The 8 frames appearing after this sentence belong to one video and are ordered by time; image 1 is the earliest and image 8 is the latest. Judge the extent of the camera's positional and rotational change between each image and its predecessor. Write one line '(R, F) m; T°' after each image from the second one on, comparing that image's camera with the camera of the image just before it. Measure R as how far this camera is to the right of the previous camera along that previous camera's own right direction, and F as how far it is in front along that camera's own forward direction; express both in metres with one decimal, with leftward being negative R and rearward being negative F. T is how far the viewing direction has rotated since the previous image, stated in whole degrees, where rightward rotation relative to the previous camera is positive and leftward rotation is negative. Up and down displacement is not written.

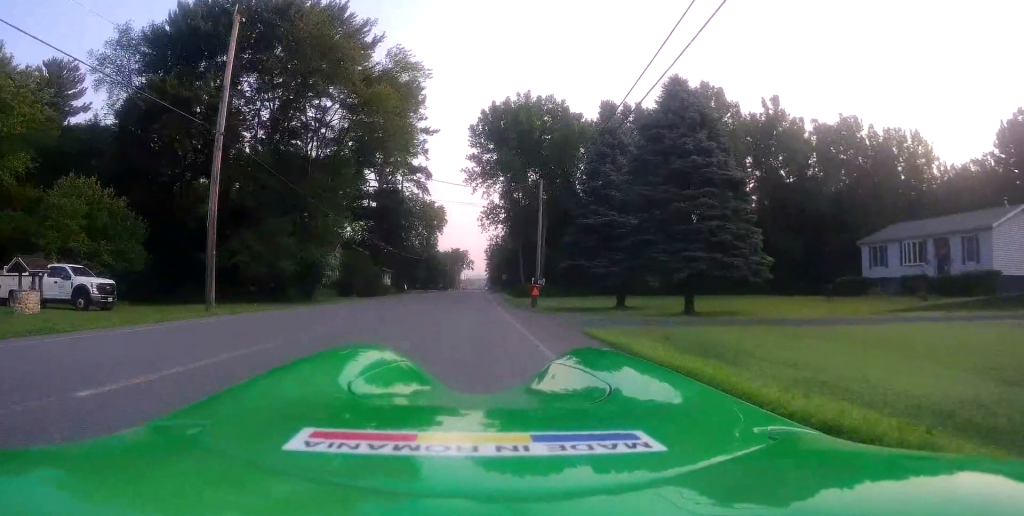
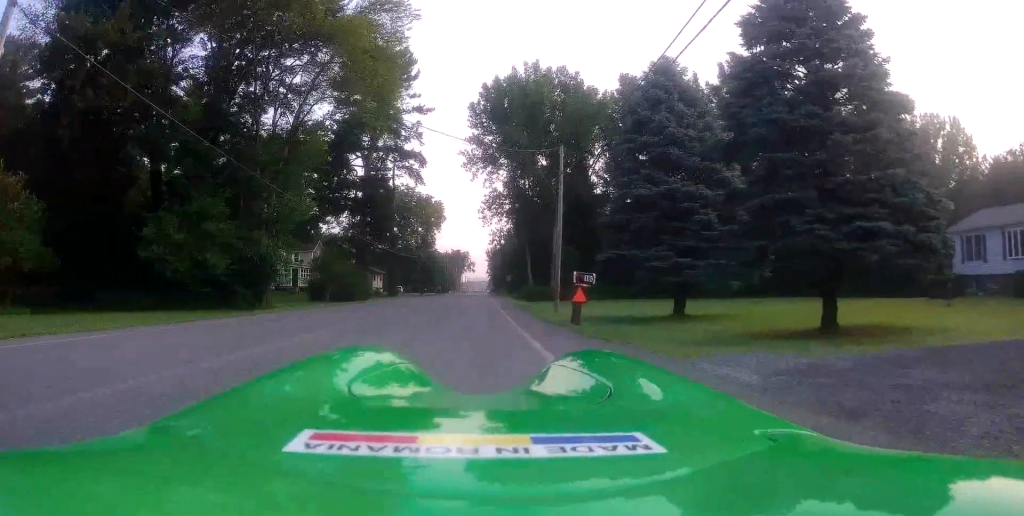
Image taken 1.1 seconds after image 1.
(-0.2, +10.1) m; -1°
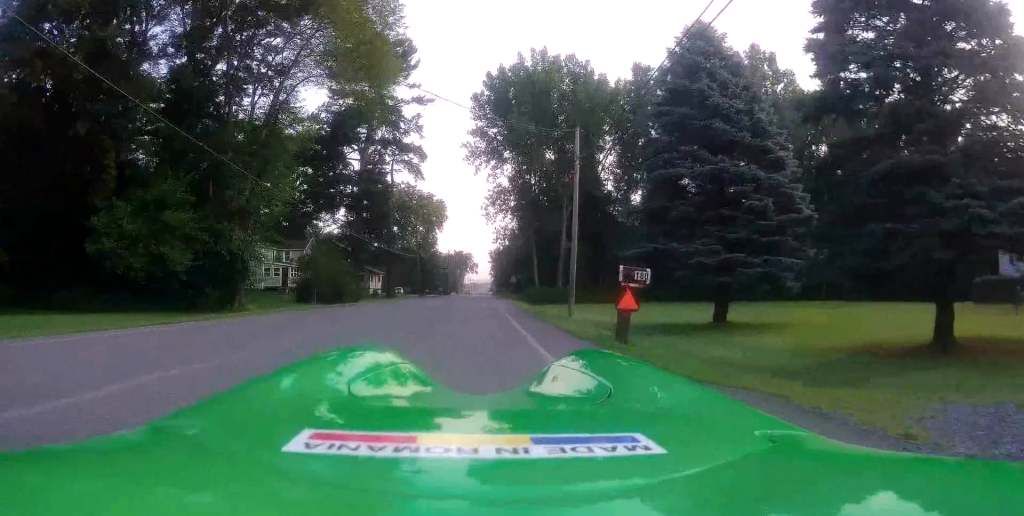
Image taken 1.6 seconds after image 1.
(0.0, +4.2) m; 0°
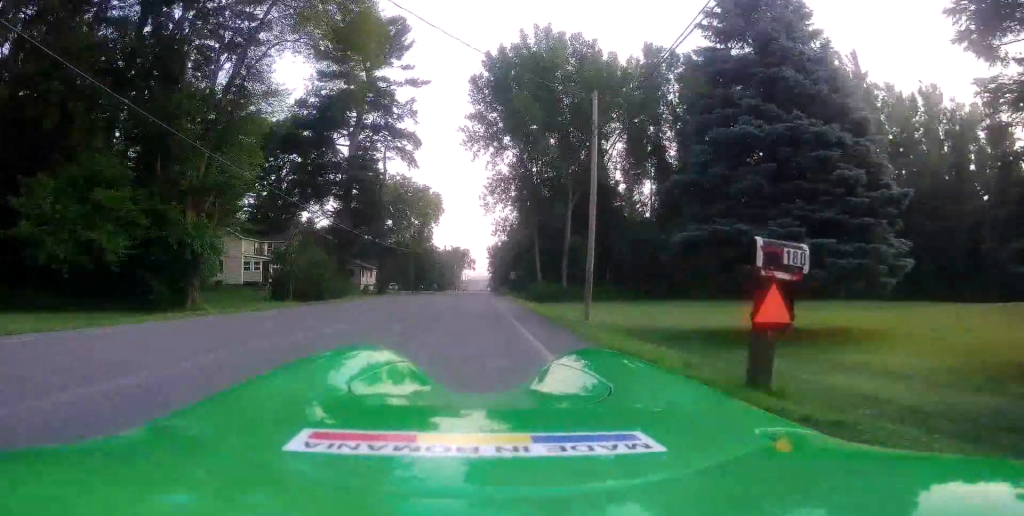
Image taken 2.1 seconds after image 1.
(0.0, +5.0) m; +1°
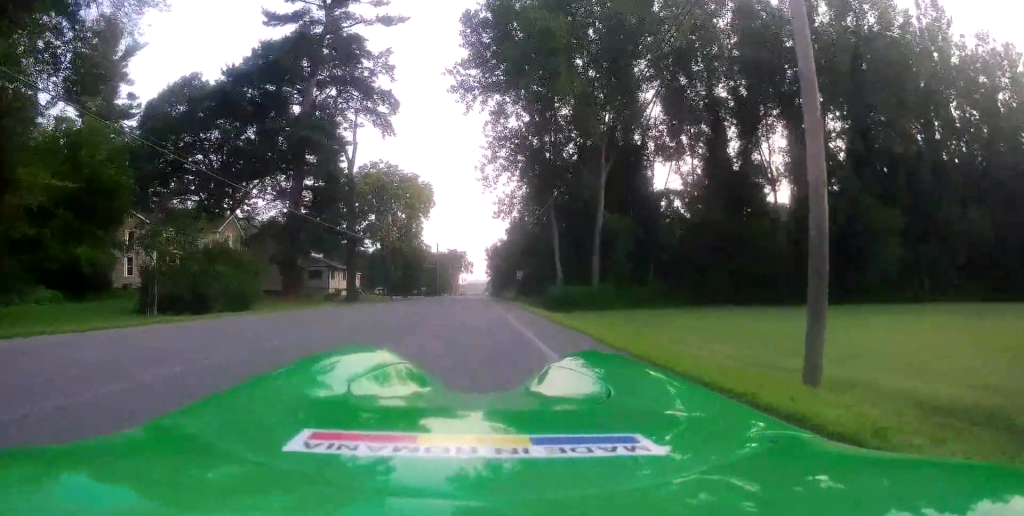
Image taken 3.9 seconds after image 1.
(+0.2, +16.4) m; +1°
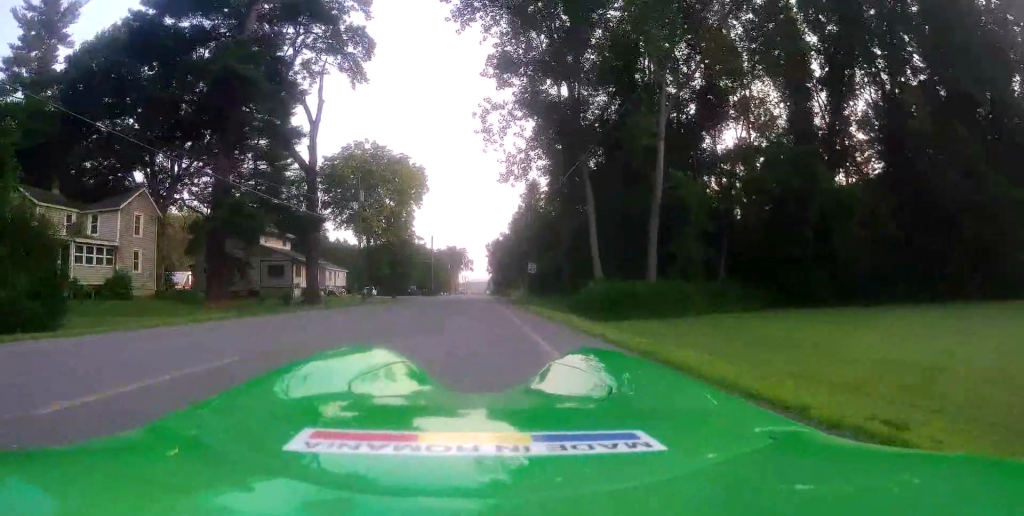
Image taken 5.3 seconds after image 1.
(-0.1, +13.4) m; -1°
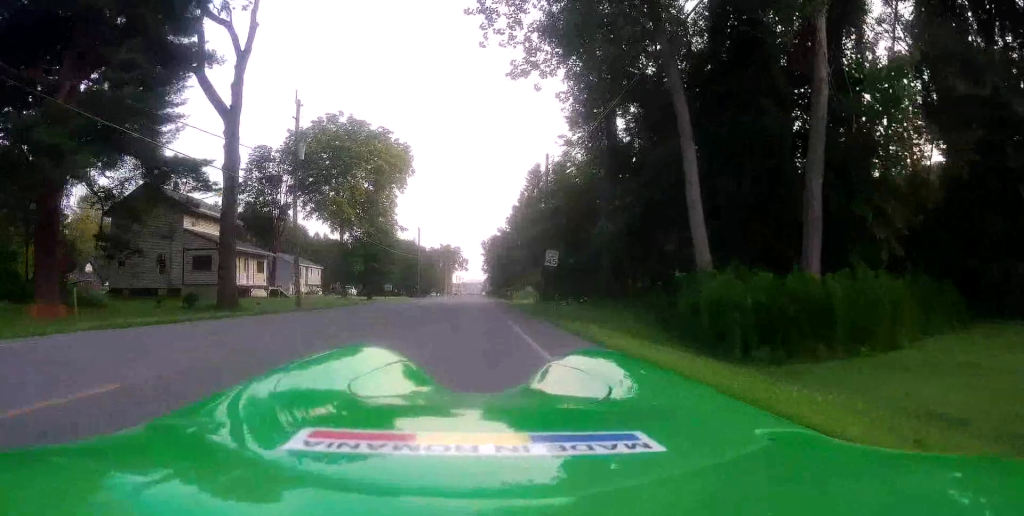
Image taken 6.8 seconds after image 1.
(-0.4, +14.3) m; -1°
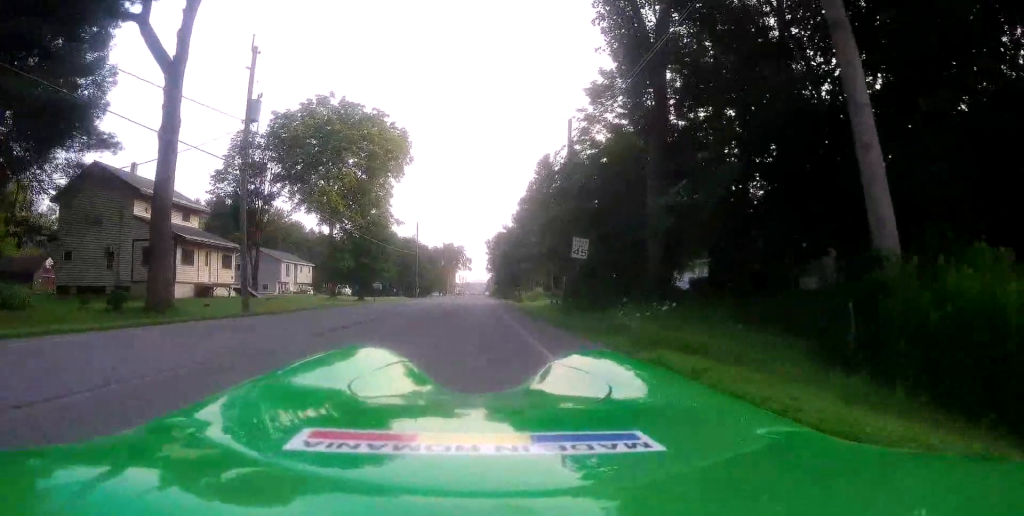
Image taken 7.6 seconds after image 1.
(+0.1, +6.9) m; +2°
